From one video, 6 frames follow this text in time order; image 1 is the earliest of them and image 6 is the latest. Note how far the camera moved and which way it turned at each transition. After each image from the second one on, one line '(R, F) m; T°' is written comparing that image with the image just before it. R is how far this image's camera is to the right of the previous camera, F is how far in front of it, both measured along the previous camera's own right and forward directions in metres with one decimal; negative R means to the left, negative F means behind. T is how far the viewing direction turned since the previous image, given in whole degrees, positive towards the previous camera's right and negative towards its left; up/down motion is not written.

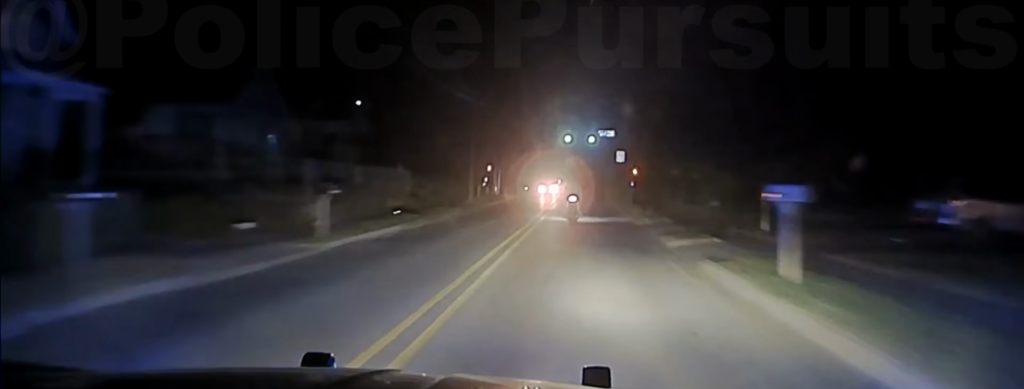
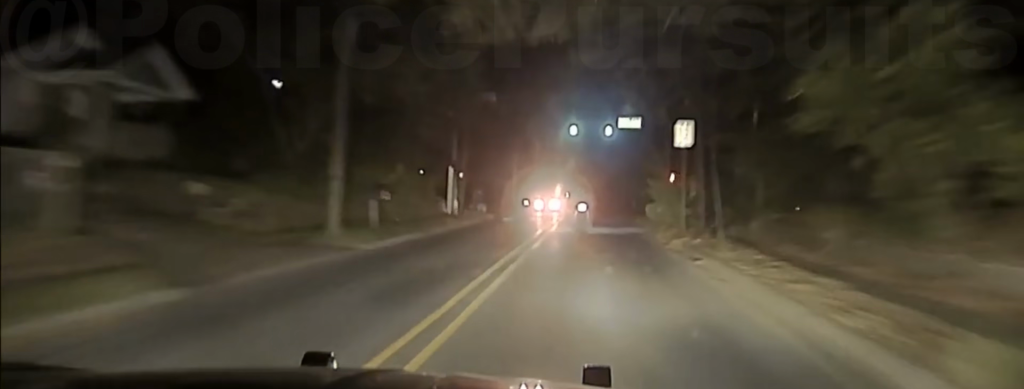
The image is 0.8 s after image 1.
(+0.2, +26.3) m; 0°
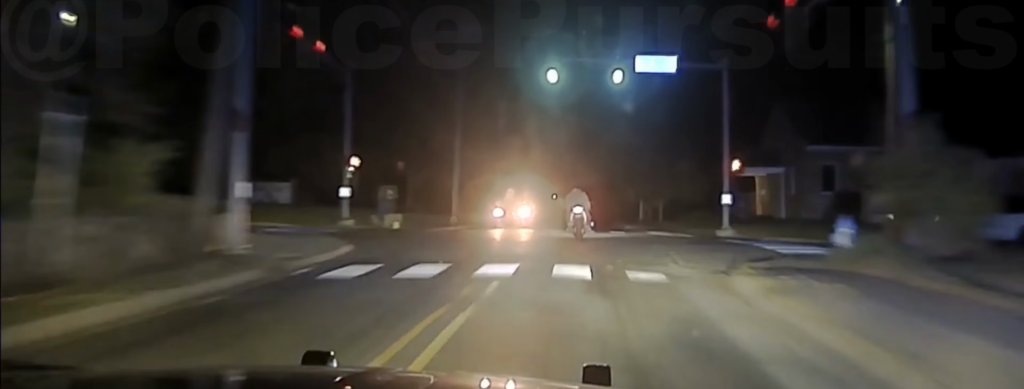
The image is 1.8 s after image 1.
(-0.1, +26.4) m; 0°
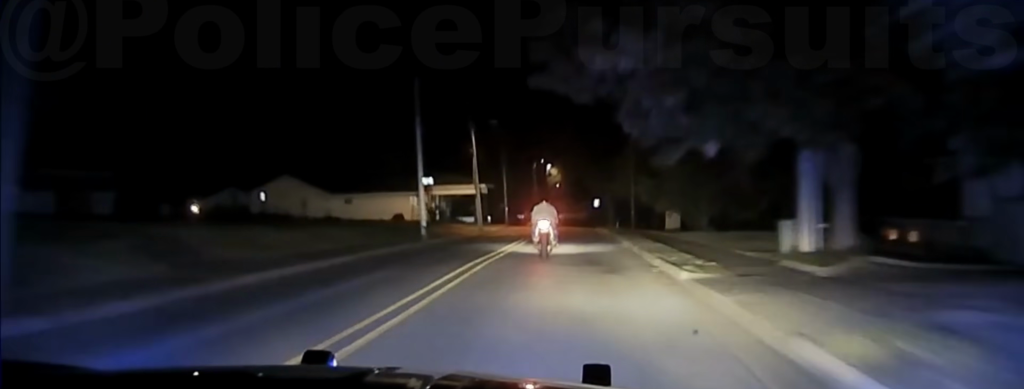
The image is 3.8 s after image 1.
(0.0, +54.6) m; -1°
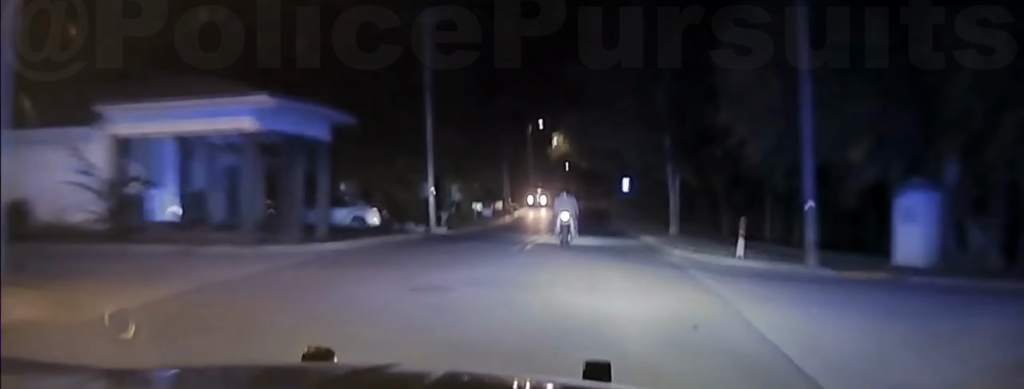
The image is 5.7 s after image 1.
(-0.2, +60.6) m; 0°
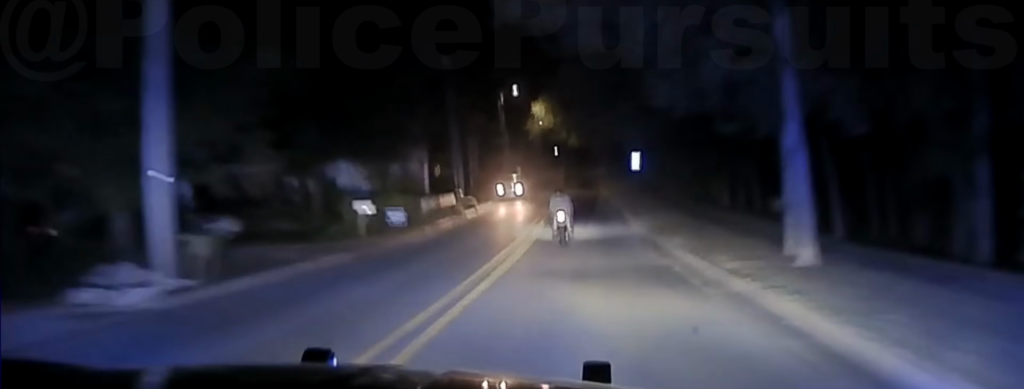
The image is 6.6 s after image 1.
(0.0, +27.5) m; 0°
